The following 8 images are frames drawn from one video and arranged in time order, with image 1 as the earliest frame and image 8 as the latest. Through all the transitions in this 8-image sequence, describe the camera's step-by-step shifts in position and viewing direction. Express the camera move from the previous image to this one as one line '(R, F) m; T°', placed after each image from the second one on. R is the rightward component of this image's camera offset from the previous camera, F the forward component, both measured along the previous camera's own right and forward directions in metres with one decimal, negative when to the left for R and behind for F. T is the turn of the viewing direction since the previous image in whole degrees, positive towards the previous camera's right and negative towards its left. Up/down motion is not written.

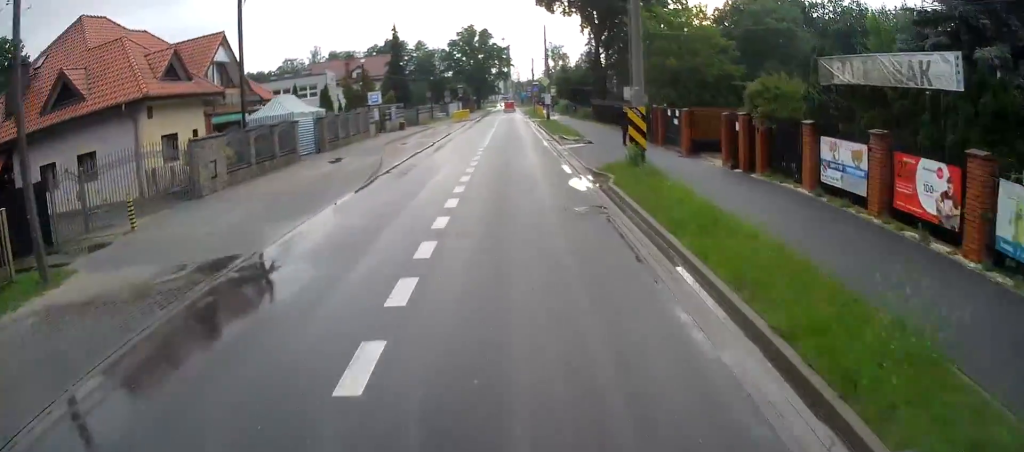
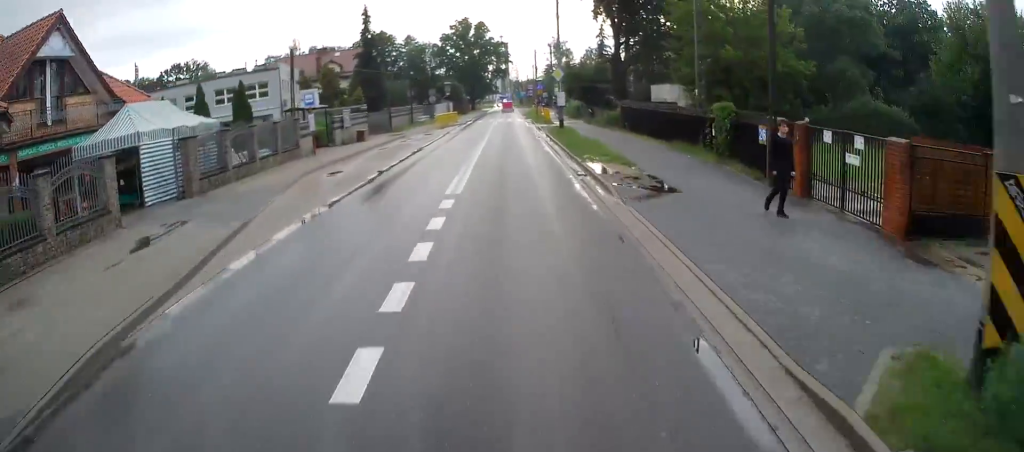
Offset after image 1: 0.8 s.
(+0.1, +14.0) m; 0°
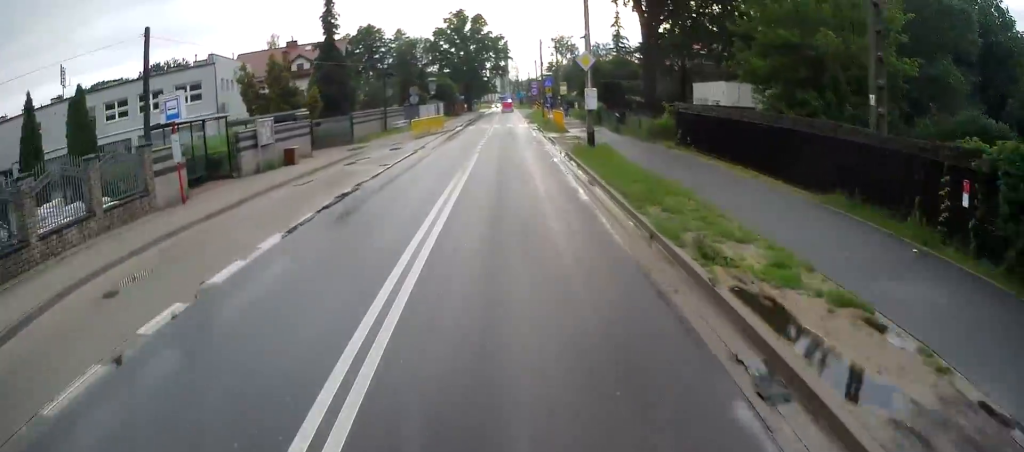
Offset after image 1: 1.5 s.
(+0.1, +12.6) m; 0°
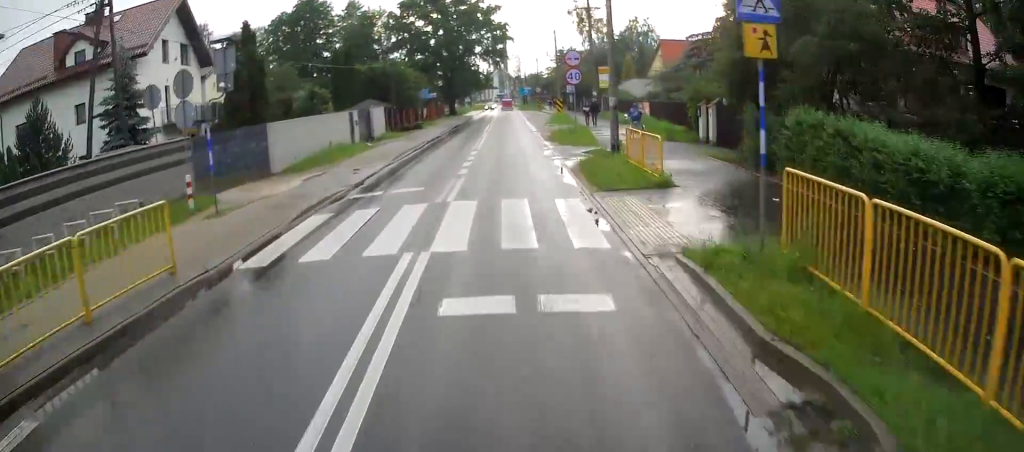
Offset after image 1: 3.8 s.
(-0.2, +39.0) m; 0°
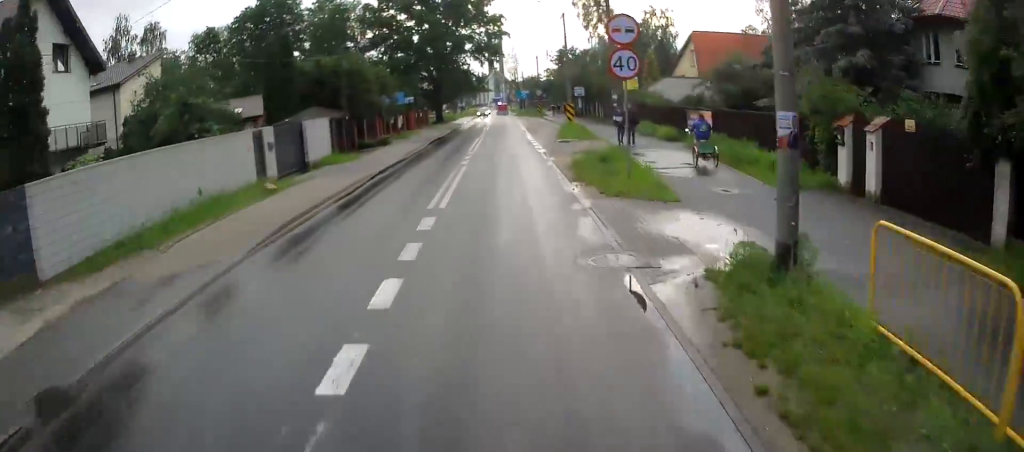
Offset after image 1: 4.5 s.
(+0.1, +12.6) m; 0°
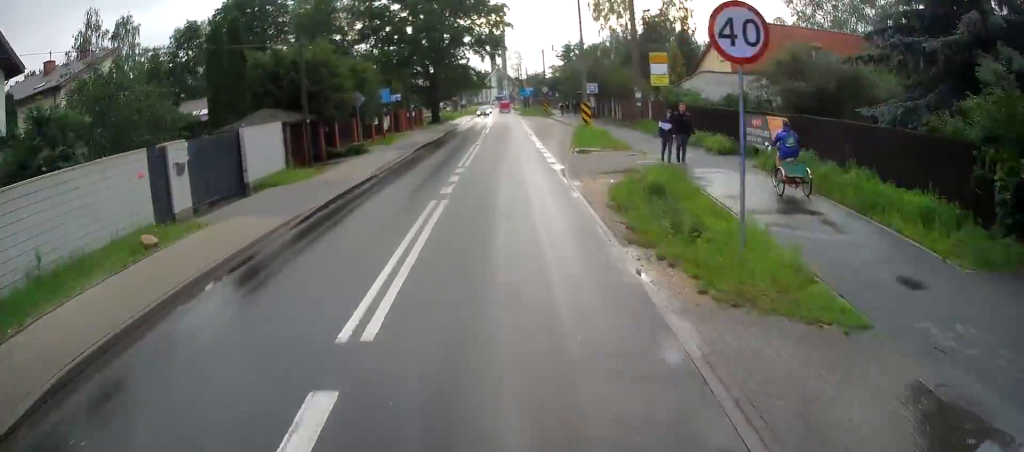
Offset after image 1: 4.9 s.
(0.0, +7.0) m; 0°
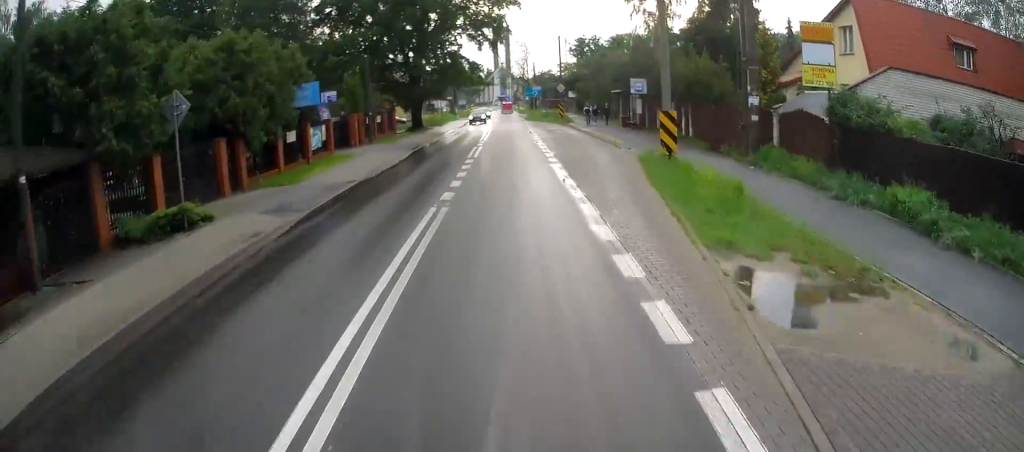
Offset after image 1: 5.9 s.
(0.0, +17.3) m; -1°
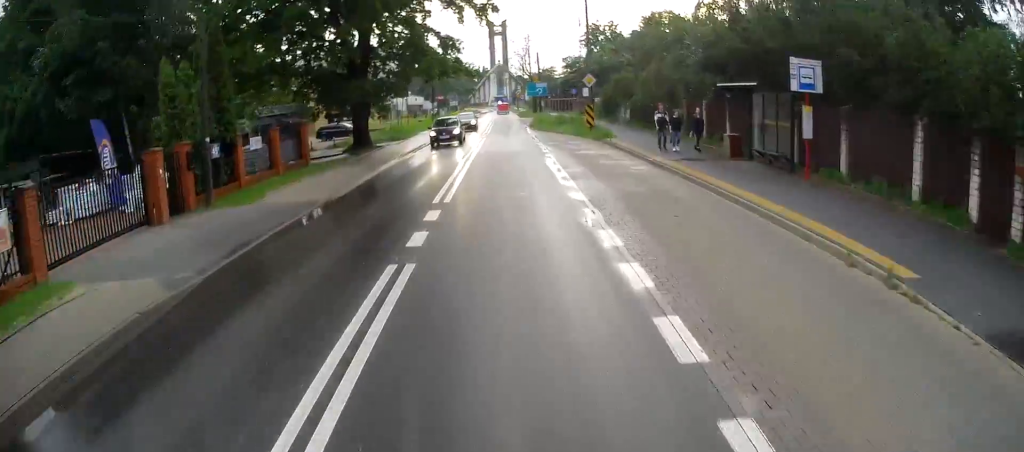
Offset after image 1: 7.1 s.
(-0.4, +20.7) m; 0°
